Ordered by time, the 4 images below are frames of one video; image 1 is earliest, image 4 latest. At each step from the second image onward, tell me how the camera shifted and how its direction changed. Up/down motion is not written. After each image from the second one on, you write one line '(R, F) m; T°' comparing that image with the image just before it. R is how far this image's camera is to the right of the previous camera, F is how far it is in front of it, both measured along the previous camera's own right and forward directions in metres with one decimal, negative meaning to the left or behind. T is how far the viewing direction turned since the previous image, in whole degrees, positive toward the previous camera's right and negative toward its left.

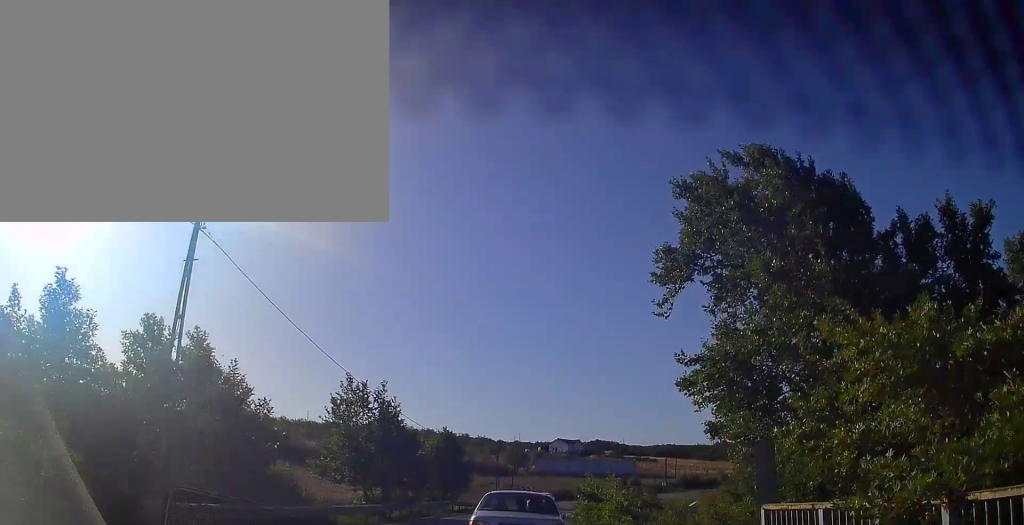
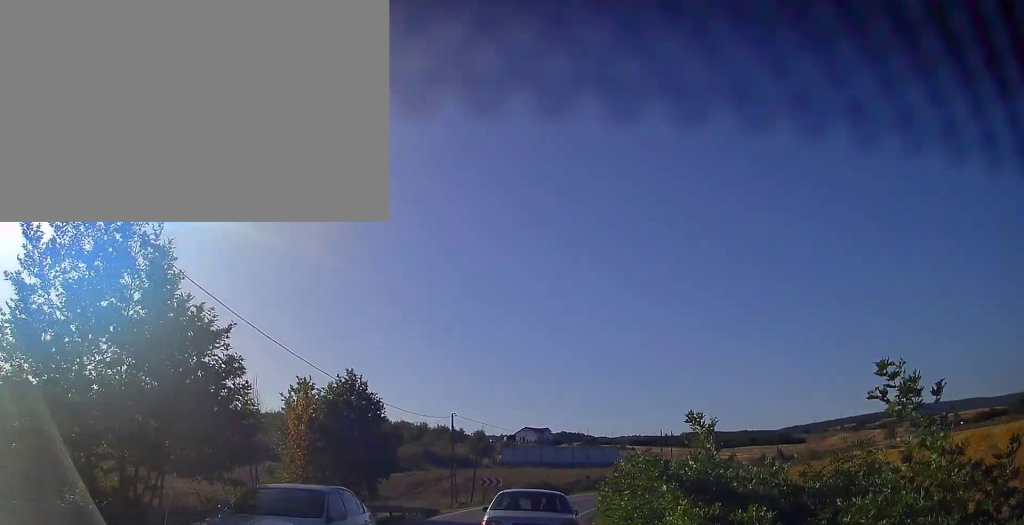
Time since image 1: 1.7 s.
(+0.3, +20.9) m; +2°
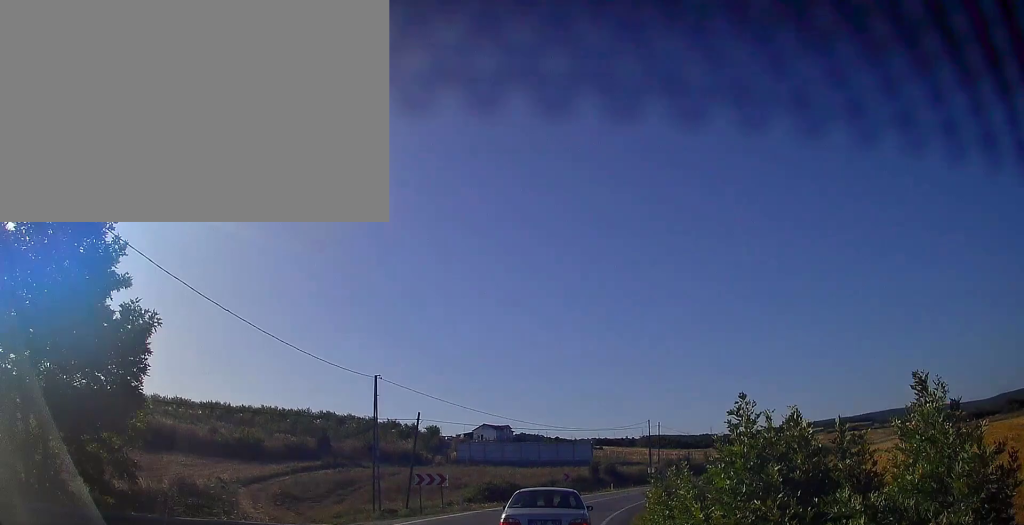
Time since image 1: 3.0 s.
(+0.4, +16.3) m; +5°
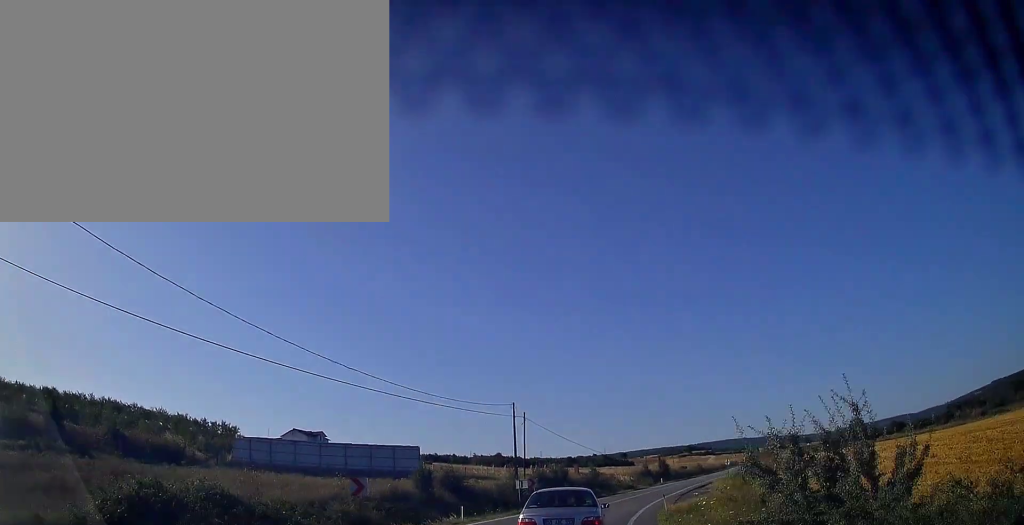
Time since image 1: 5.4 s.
(+3.2, +29.7) m; +14°
